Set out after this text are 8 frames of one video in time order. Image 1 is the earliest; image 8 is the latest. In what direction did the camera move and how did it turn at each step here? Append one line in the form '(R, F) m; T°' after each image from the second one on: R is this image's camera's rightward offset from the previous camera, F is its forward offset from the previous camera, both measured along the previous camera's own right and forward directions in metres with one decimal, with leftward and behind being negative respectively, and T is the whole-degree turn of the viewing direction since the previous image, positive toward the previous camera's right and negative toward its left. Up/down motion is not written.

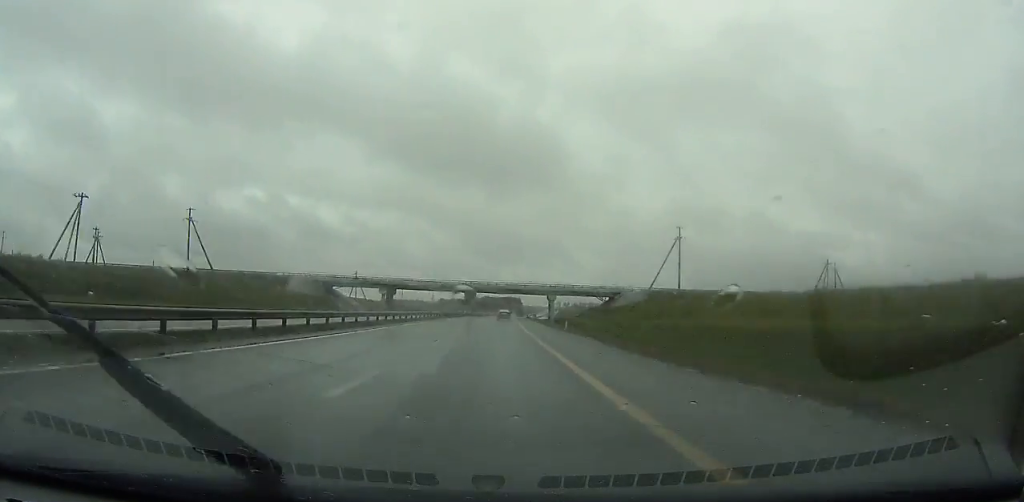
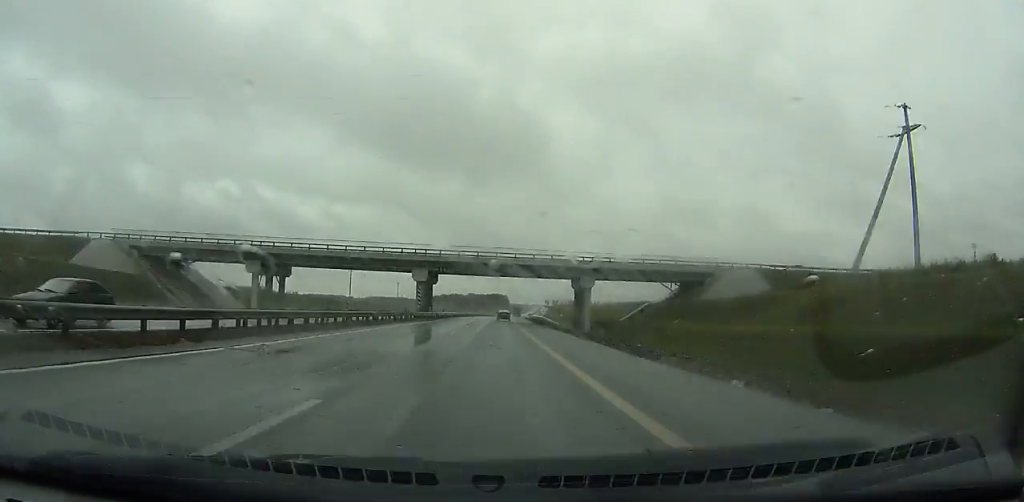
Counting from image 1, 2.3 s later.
(+1.4, +64.2) m; +1°
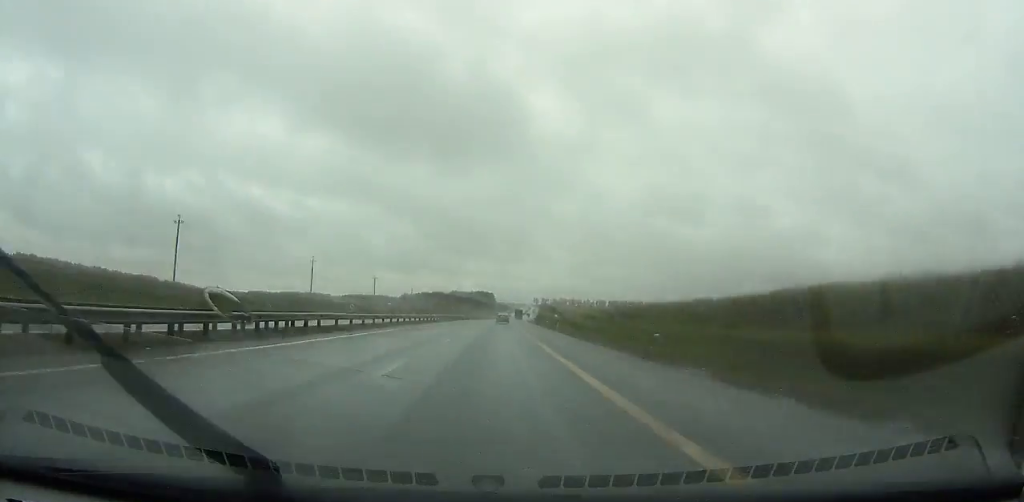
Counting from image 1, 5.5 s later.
(+0.4, +89.6) m; +1°
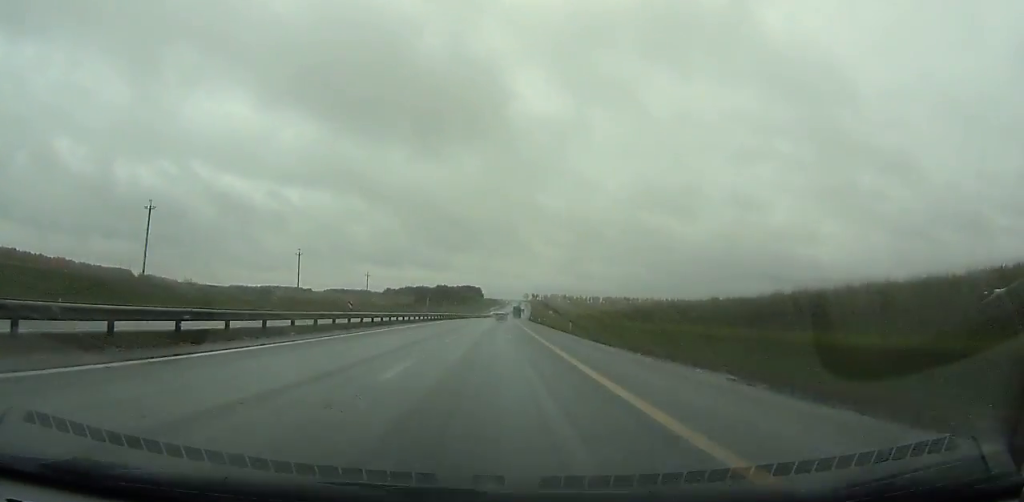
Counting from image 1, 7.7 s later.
(+0.9, +62.0) m; +1°
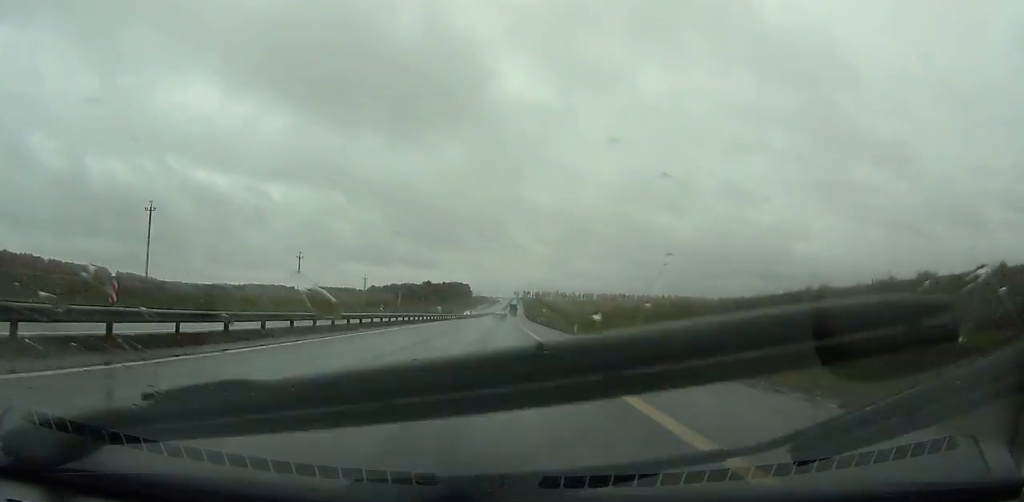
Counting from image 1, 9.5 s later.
(+0.4, +50.9) m; +1°
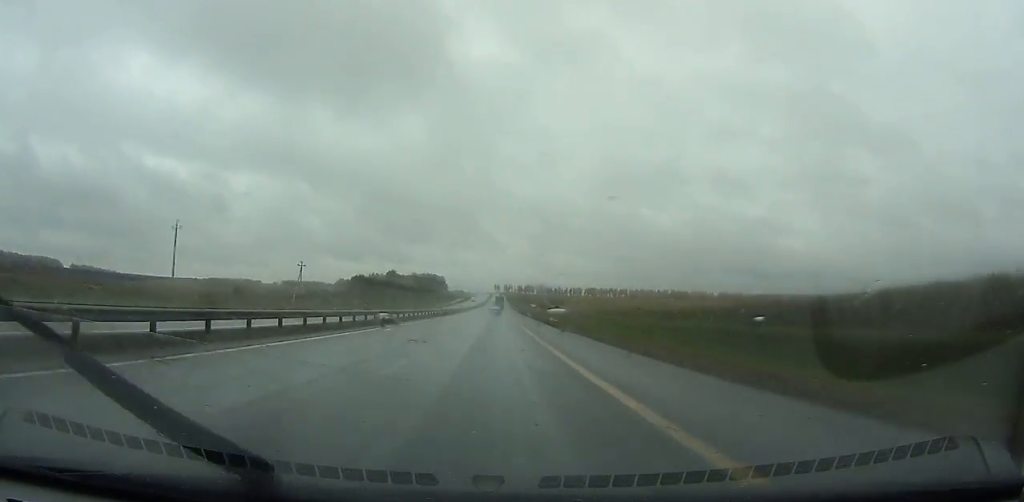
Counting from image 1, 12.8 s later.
(+1.6, +94.0) m; +2°
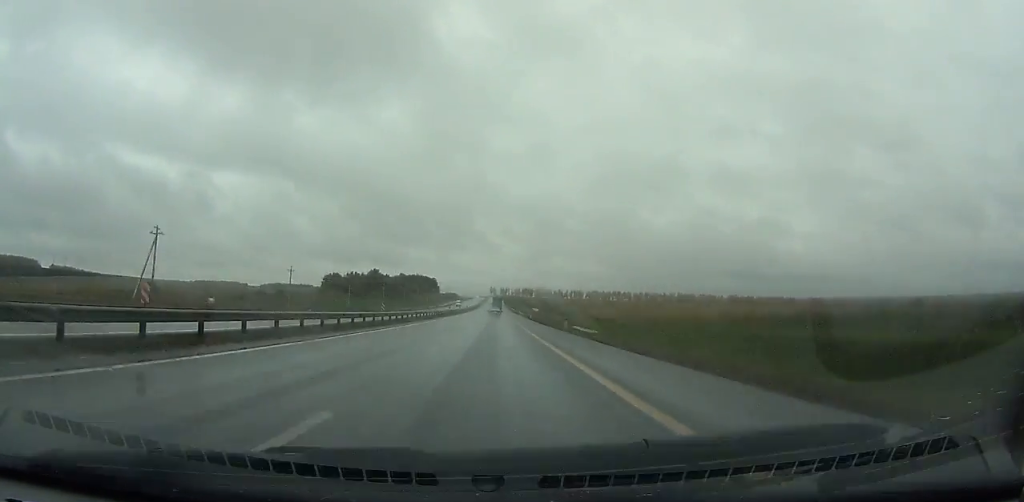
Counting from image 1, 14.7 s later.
(+0.3, +54.4) m; +1°
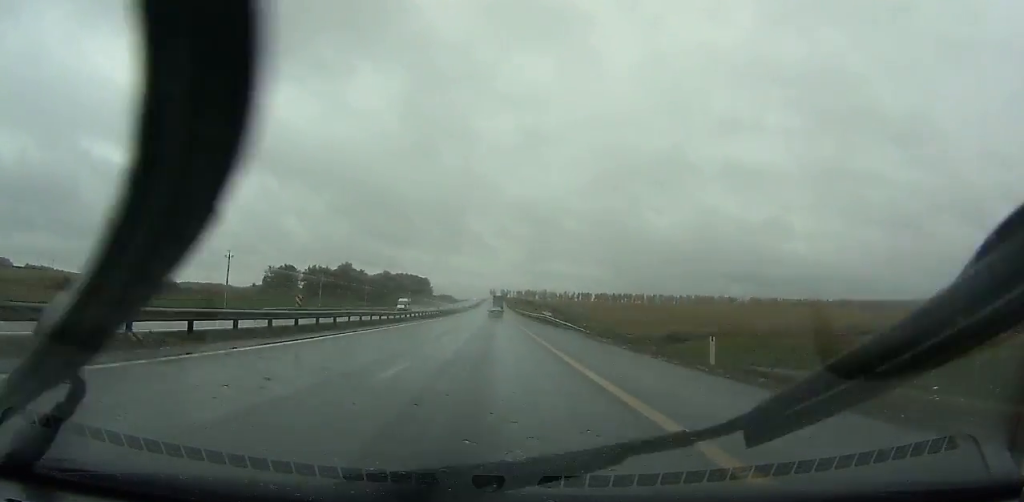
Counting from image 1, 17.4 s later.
(+0.5, +77.9) m; 0°
